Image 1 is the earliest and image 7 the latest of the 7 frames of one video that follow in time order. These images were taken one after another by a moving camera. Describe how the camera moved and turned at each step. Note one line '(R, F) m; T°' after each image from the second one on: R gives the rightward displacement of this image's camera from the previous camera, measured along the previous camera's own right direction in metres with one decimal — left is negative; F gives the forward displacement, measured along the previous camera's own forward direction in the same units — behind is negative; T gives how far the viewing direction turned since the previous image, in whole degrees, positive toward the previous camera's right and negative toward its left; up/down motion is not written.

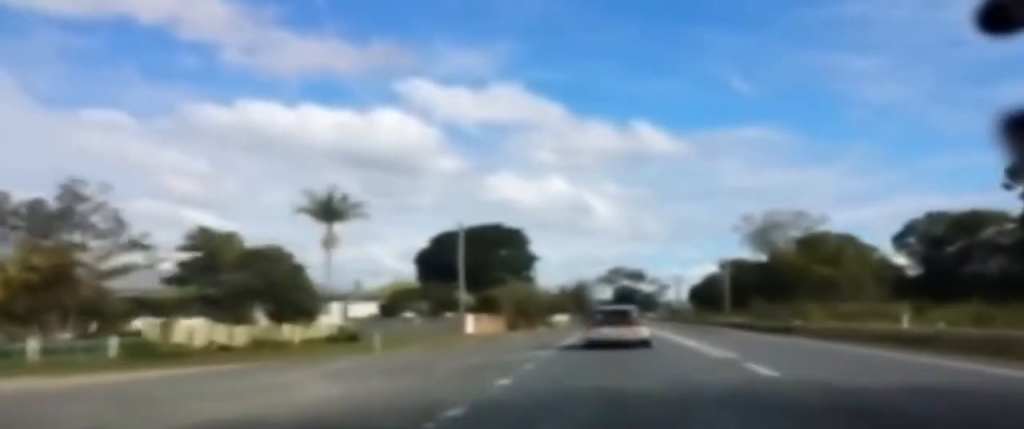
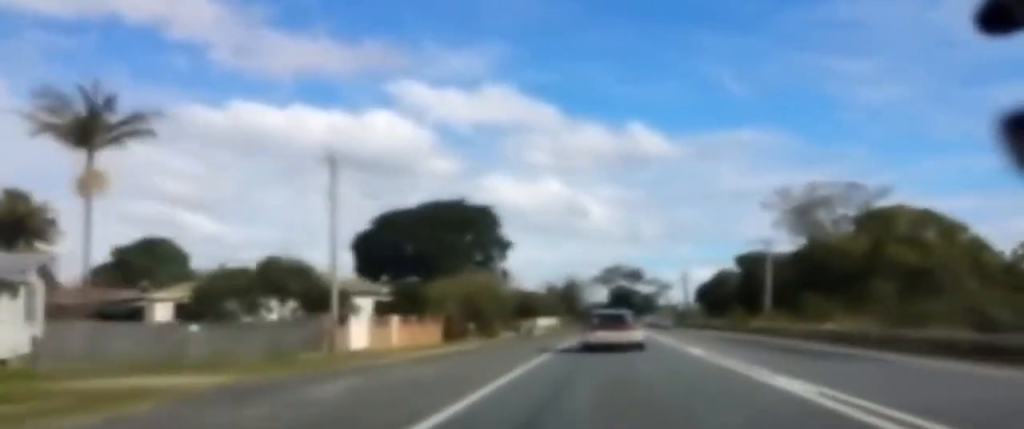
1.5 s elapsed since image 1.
(+0.6, +26.9) m; +2°
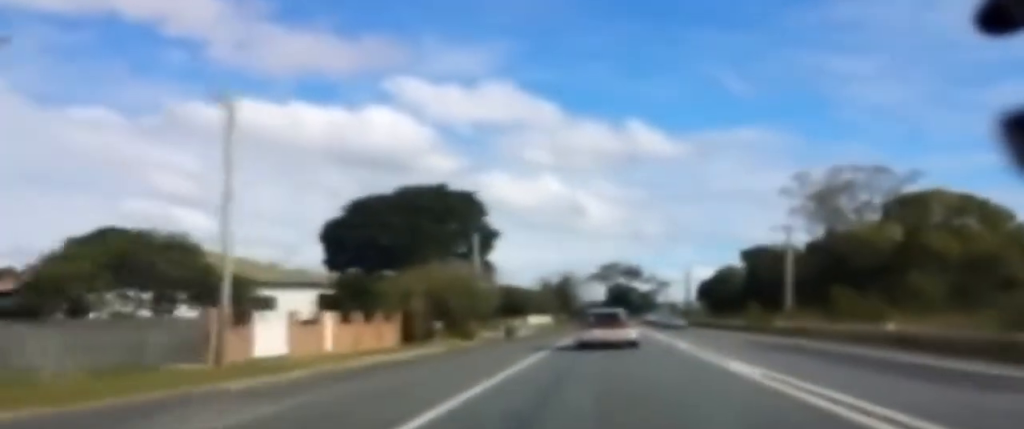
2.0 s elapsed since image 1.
(0.0, +9.0) m; 0°
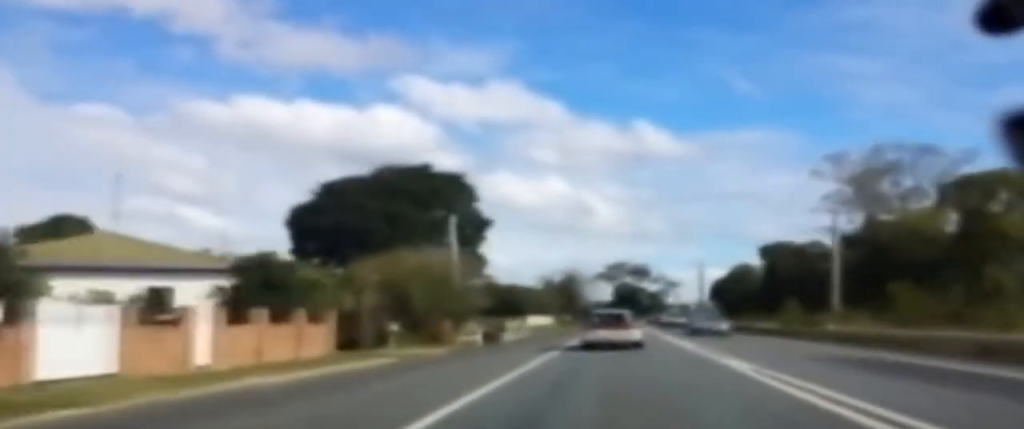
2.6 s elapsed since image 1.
(0.0, +10.2) m; -1°
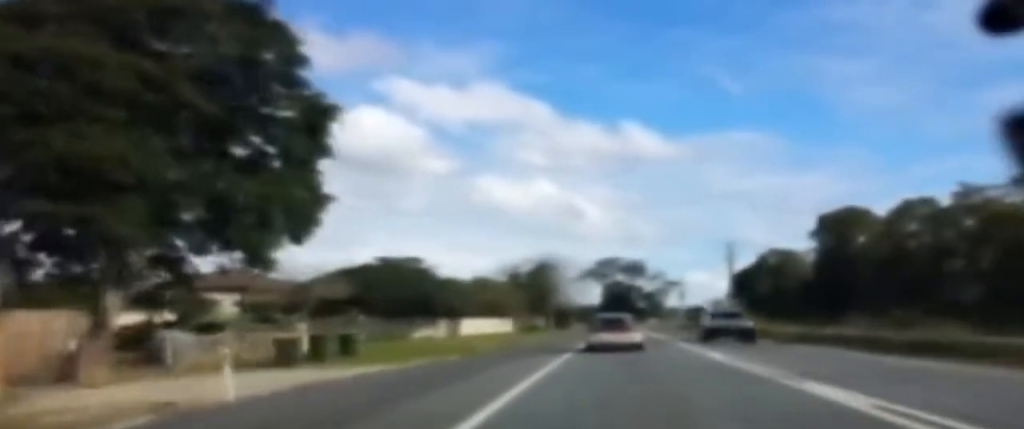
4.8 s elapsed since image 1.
(-0.9, +40.5) m; -1°
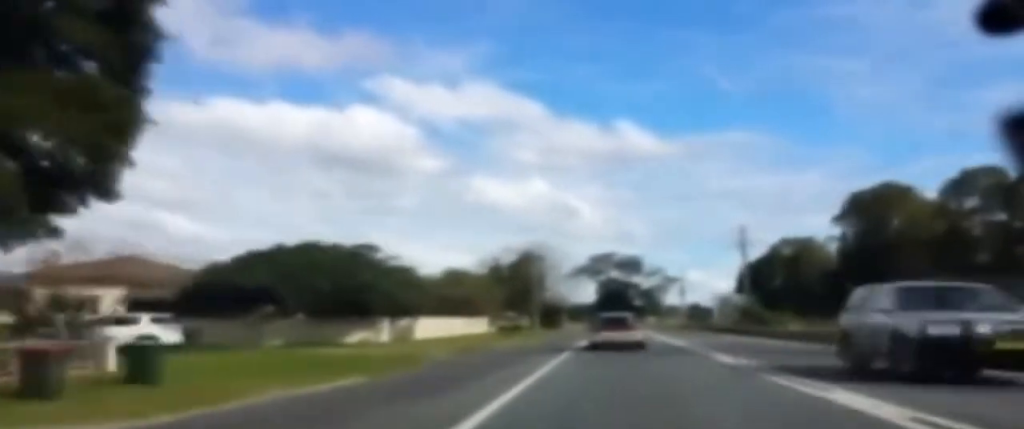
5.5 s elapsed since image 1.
(0.0, +13.4) m; 0°
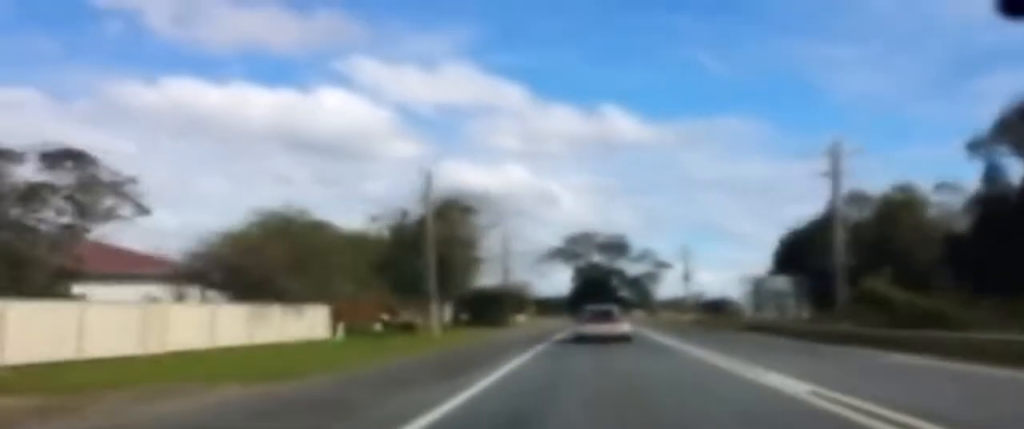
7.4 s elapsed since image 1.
(+0.4, +33.5) m; +1°
